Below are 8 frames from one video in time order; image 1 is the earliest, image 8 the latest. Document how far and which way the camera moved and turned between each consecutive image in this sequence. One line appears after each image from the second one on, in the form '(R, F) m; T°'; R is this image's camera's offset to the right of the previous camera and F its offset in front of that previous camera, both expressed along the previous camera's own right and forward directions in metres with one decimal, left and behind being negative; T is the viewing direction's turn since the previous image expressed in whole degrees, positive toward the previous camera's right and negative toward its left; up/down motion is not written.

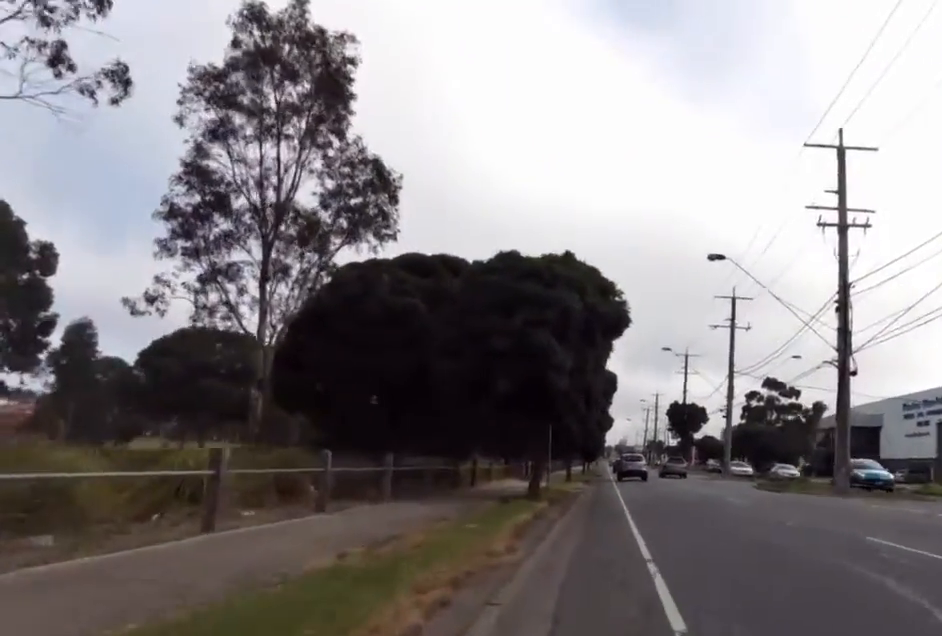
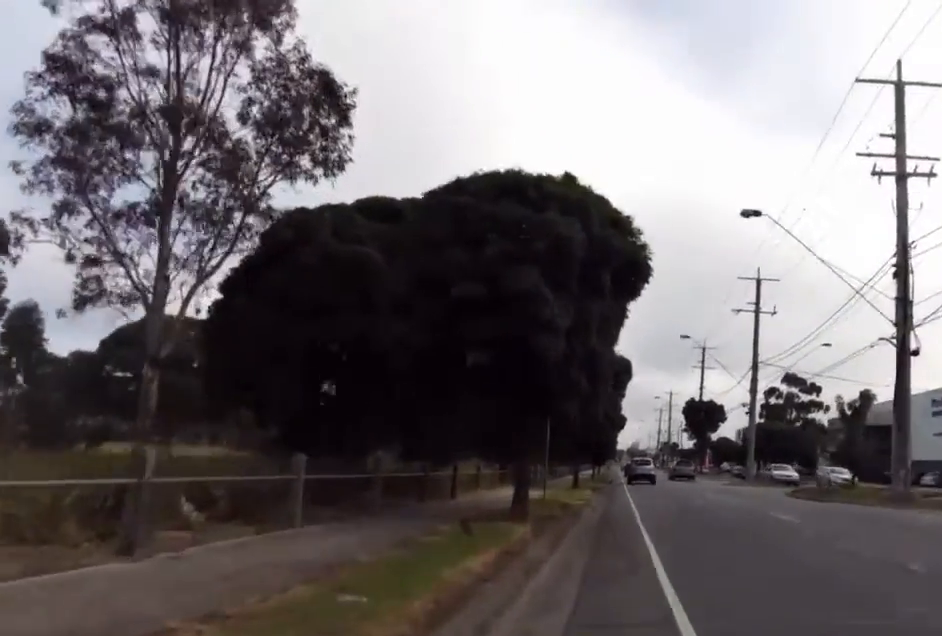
(-0.4, +4.6) m; +1°
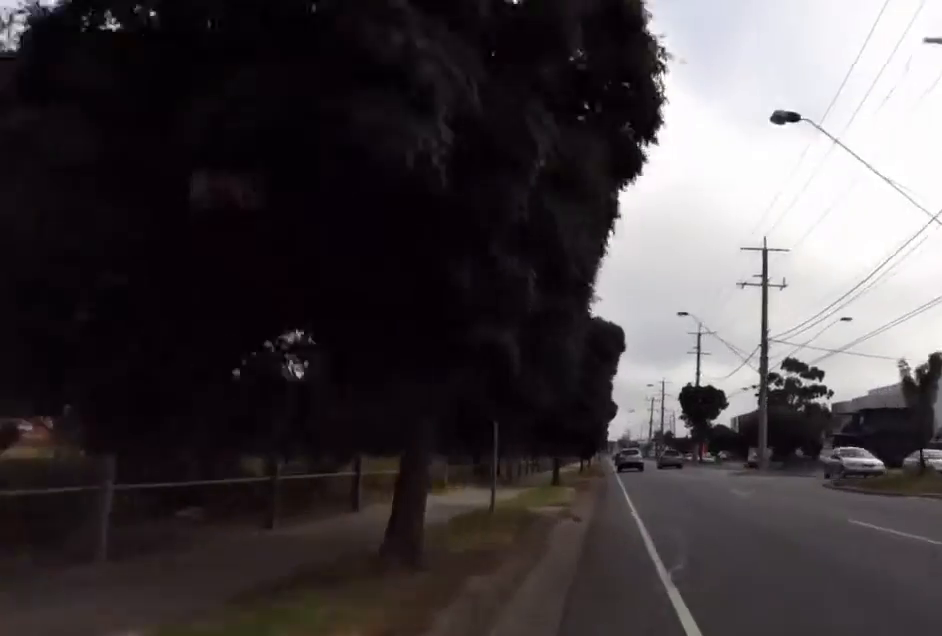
(+0.4, +6.8) m; 0°
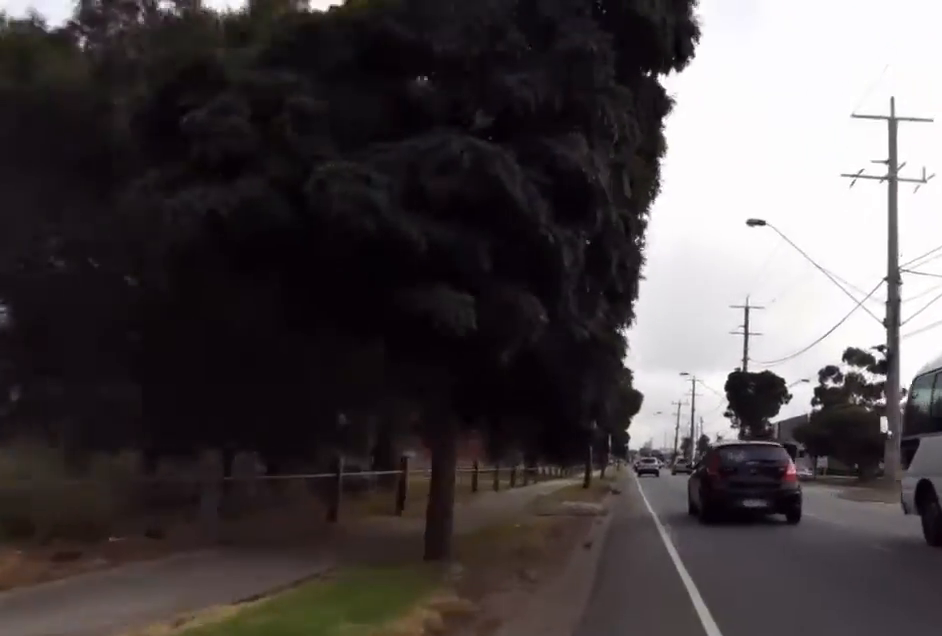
(-0.2, +17.6) m; 0°
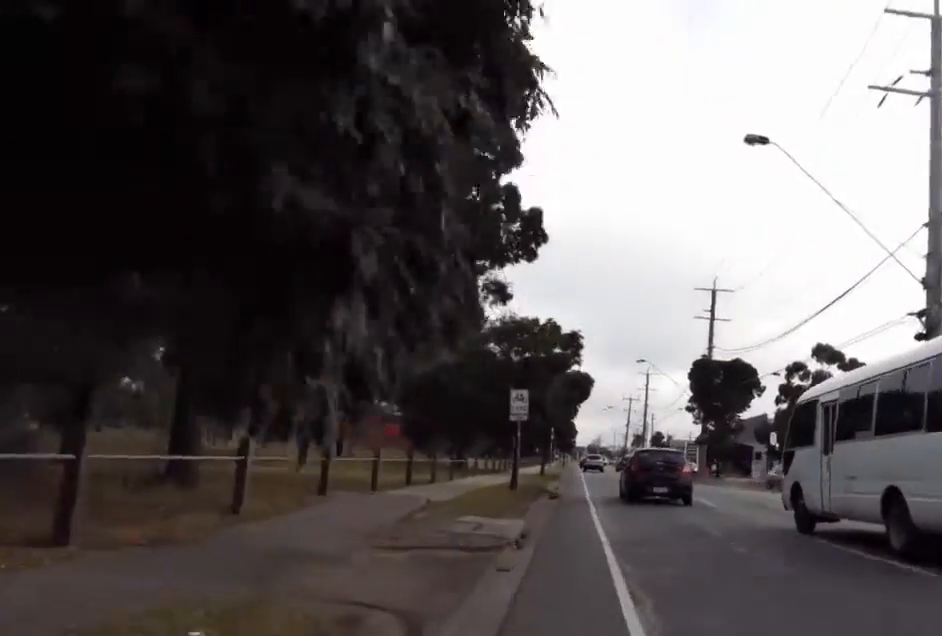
(+0.6, +7.0) m; 0°
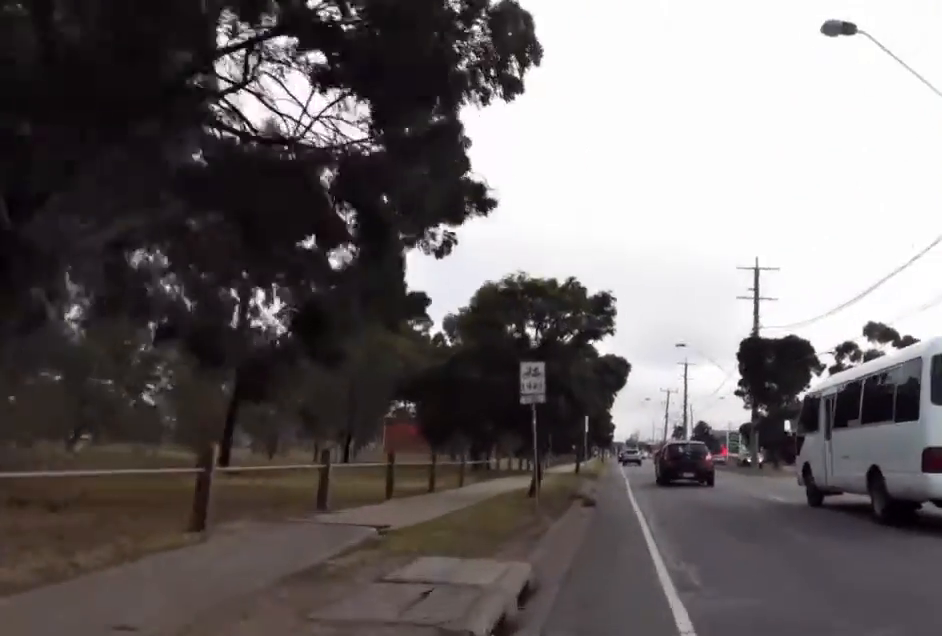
(-0.6, +5.0) m; 0°
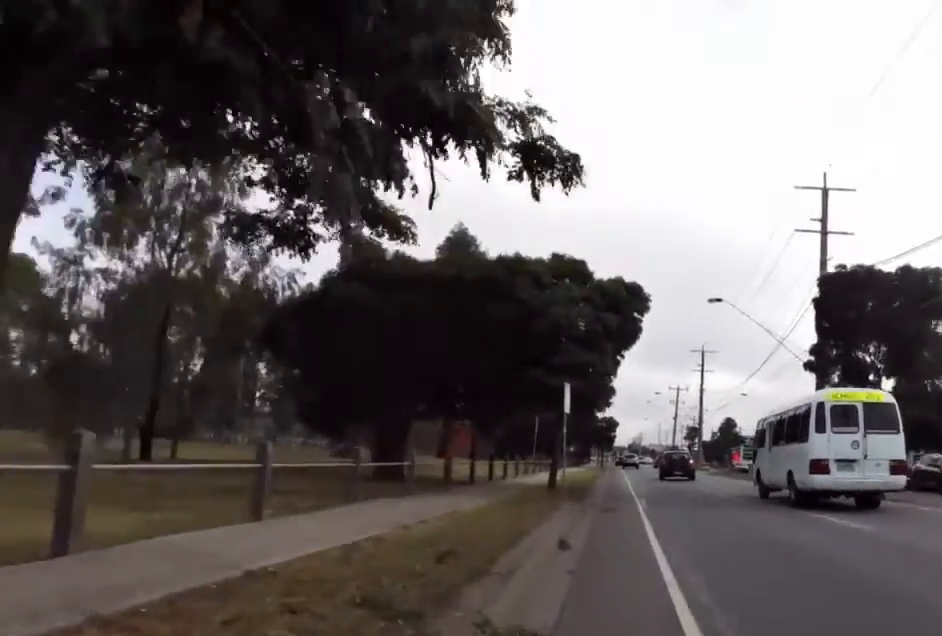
(+0.5, +14.5) m; 0°
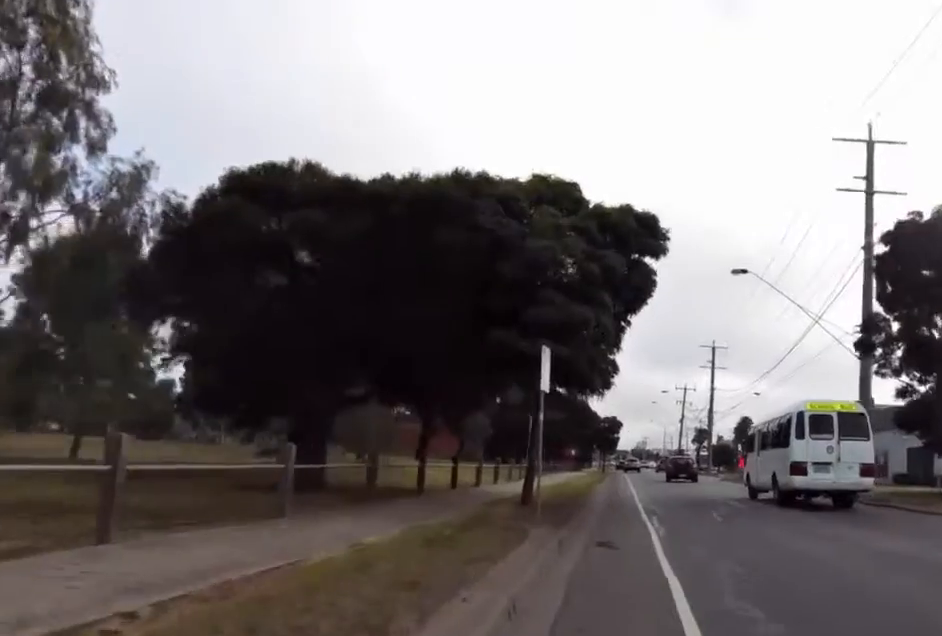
(-0.7, +5.5) m; 0°
